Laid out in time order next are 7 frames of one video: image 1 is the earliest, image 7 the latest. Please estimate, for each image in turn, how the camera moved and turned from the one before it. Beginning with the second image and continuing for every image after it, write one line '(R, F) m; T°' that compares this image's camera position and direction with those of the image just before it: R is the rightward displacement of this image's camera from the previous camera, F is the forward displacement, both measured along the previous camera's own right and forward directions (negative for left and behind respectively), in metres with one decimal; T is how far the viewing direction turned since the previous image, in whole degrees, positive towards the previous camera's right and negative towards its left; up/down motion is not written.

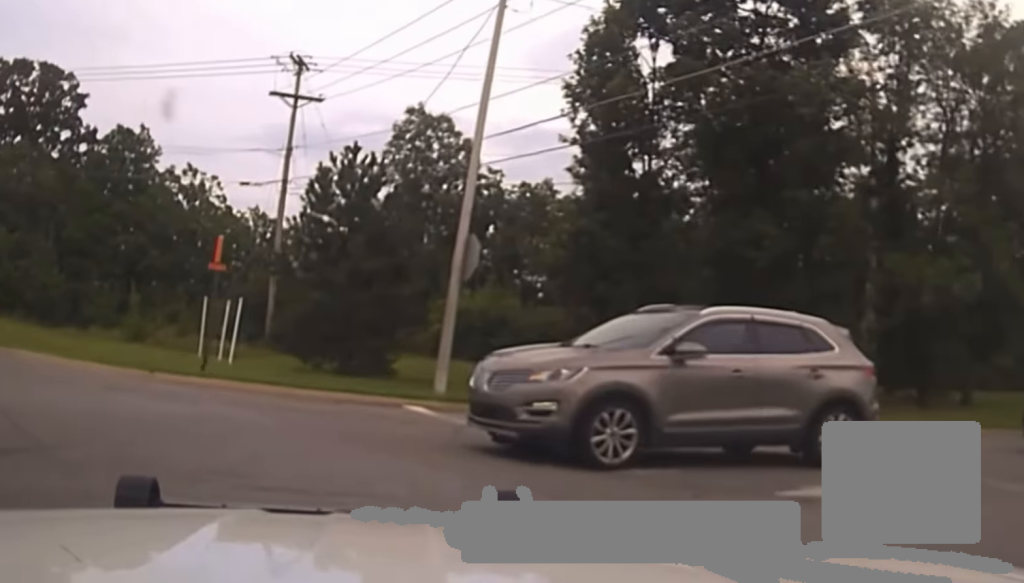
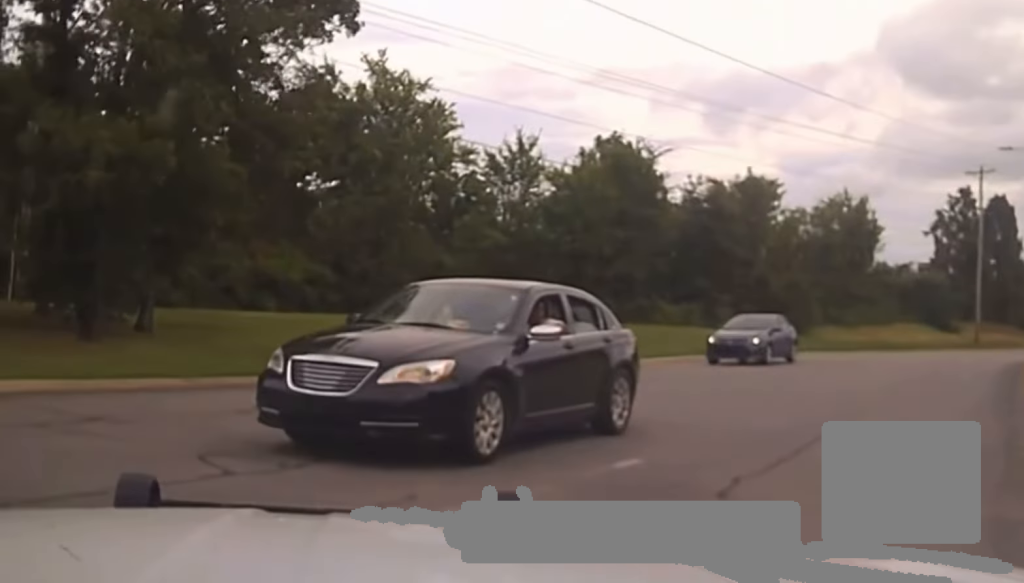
(+1.8, +7.3) m; +61°
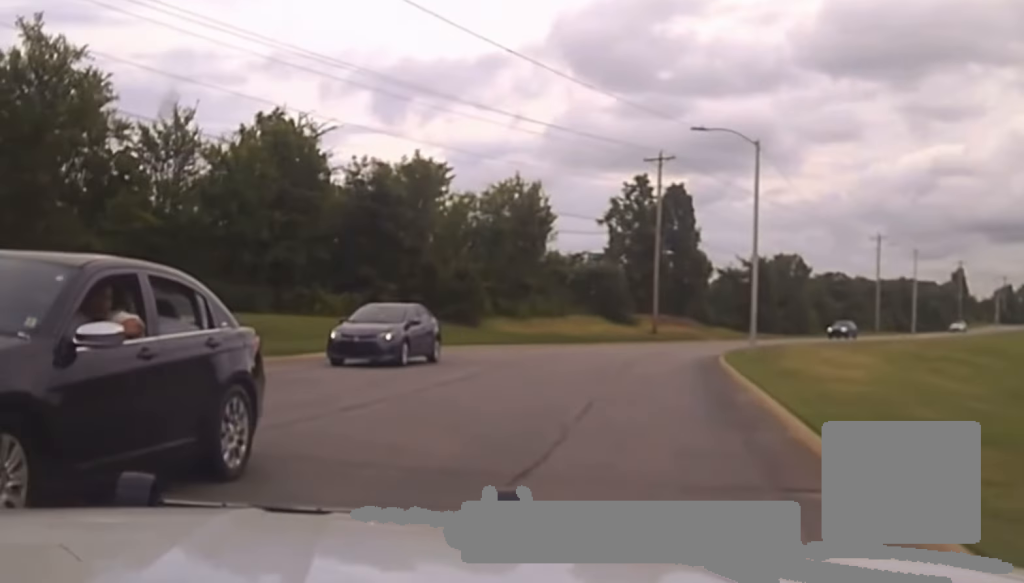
(+0.9, +3.2) m; +8°
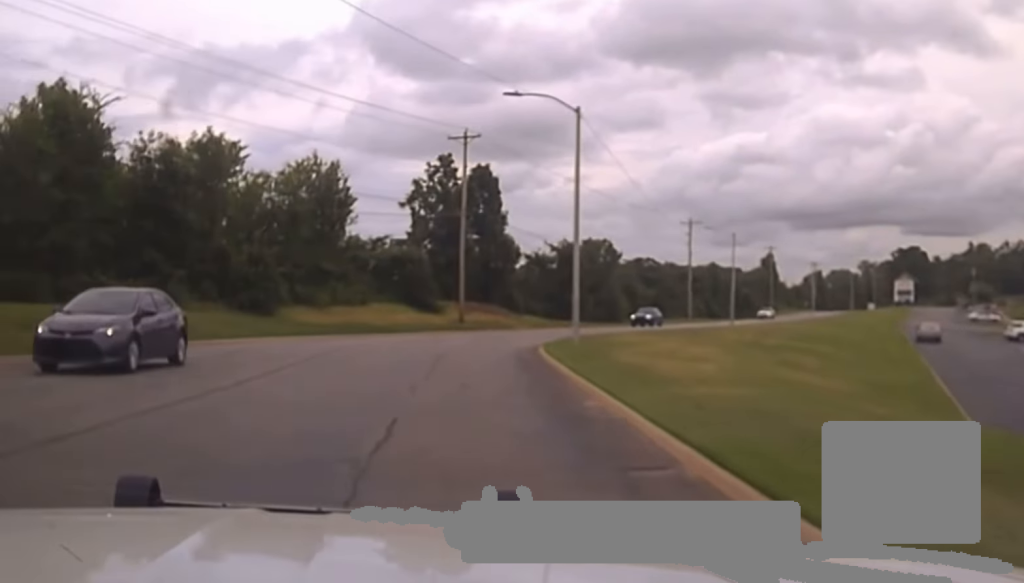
(+0.7, +3.6) m; +5°
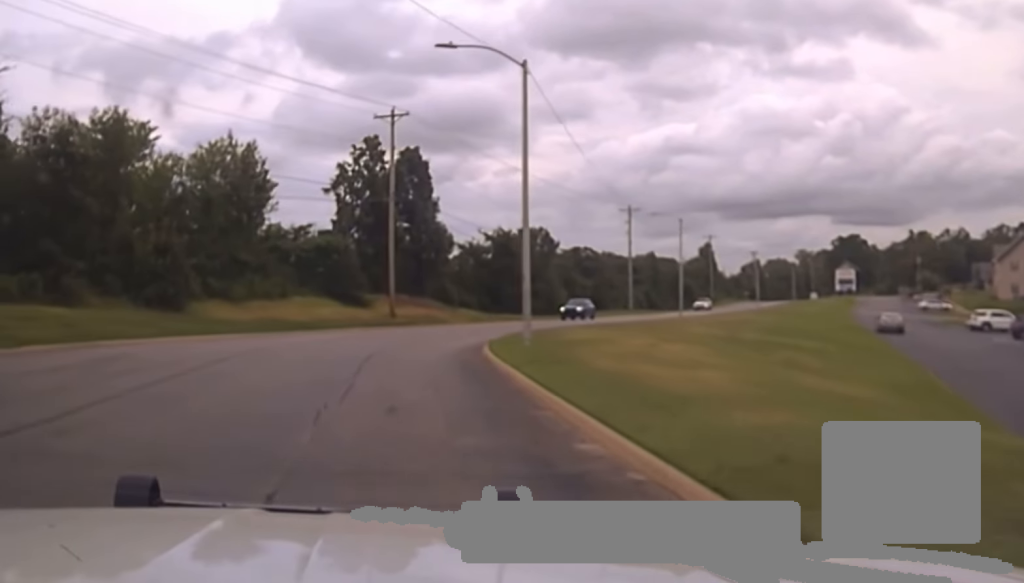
(+0.1, +4.4) m; +2°
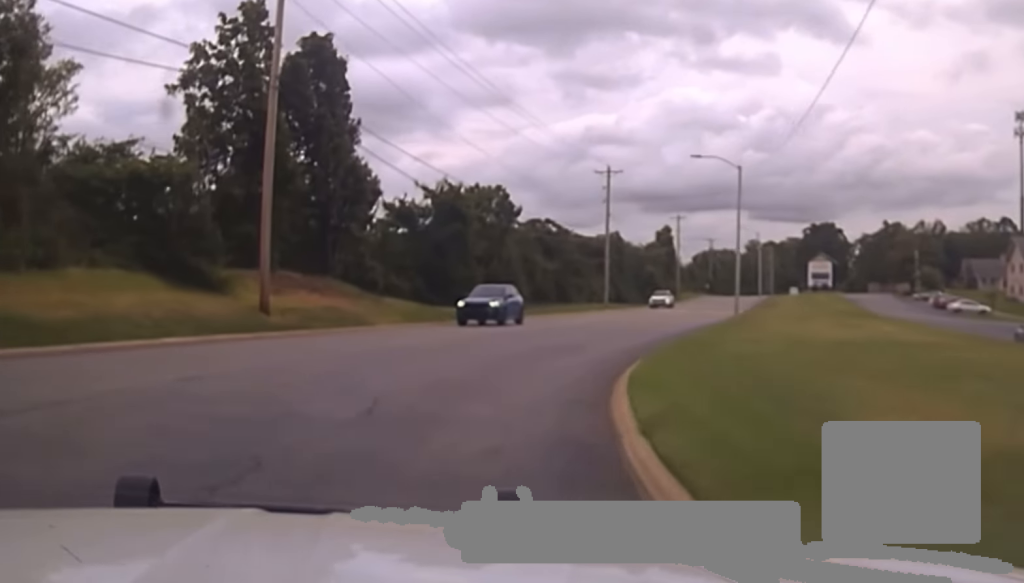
(+0.2, +25.9) m; +5°
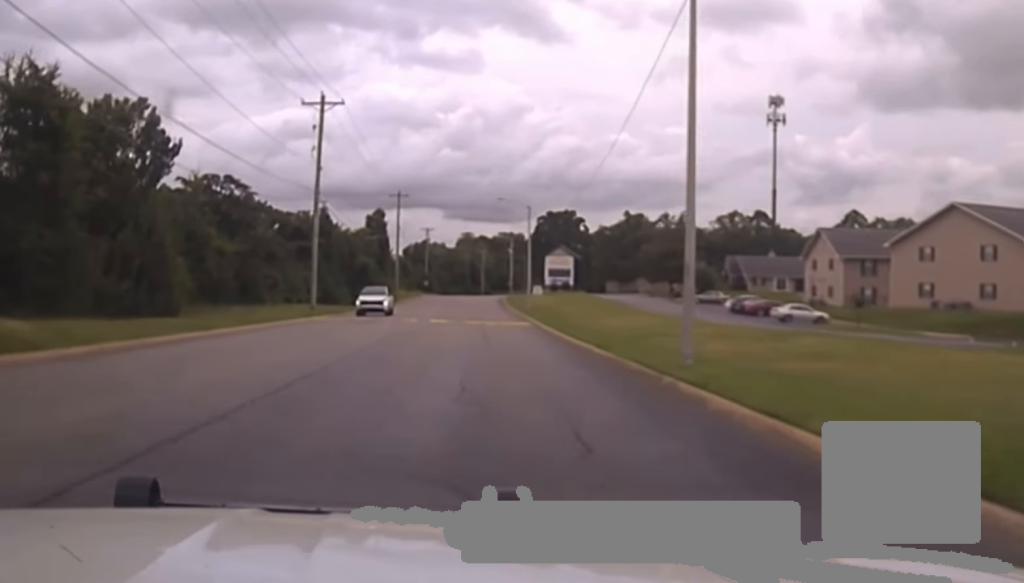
(+3.6, +32.6) m; +14°
